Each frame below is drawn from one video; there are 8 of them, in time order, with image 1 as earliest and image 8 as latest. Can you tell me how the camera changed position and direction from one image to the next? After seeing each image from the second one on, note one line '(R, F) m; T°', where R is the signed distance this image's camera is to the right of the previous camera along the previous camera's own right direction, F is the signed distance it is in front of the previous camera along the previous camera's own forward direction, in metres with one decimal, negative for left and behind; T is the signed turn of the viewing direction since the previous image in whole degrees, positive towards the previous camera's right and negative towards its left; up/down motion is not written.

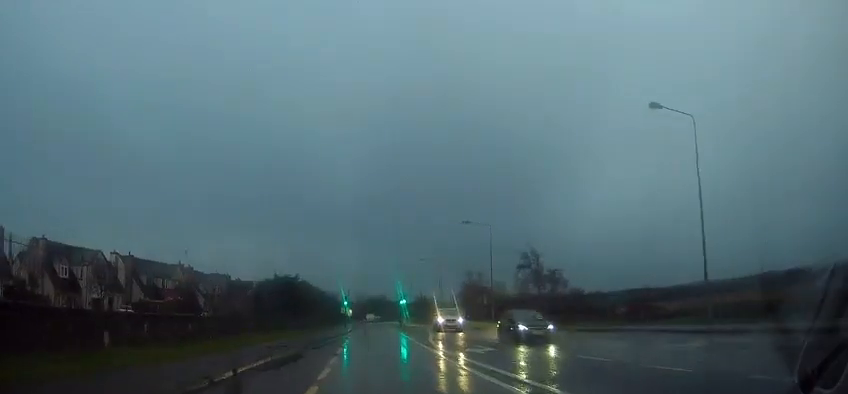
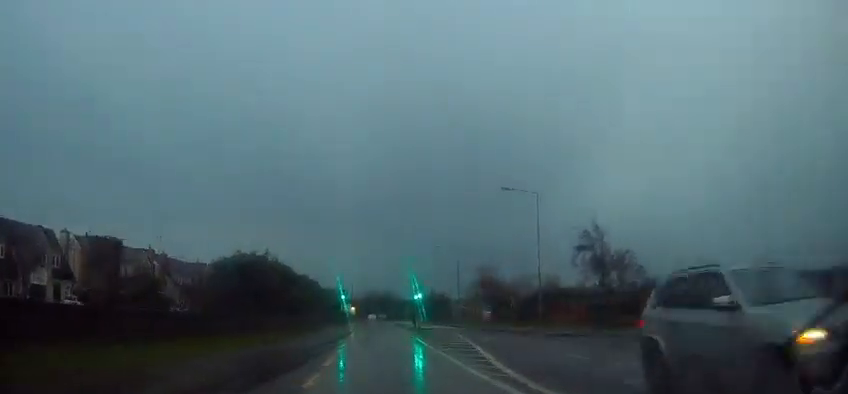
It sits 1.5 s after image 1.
(0.0, +13.5) m; 0°
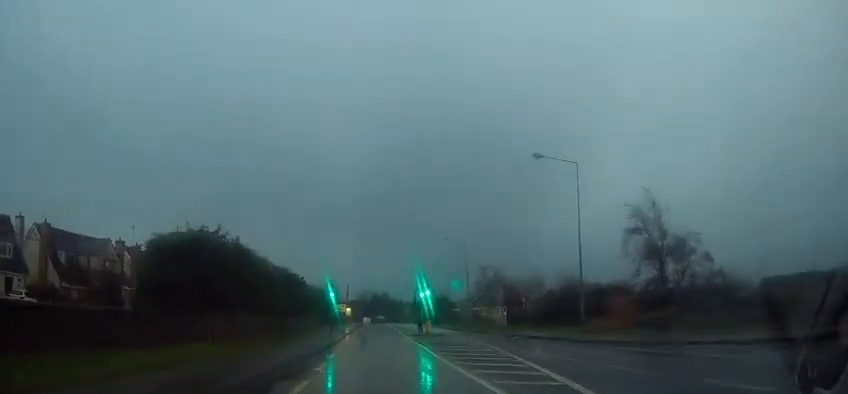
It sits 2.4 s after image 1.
(0.0, +8.7) m; 0°
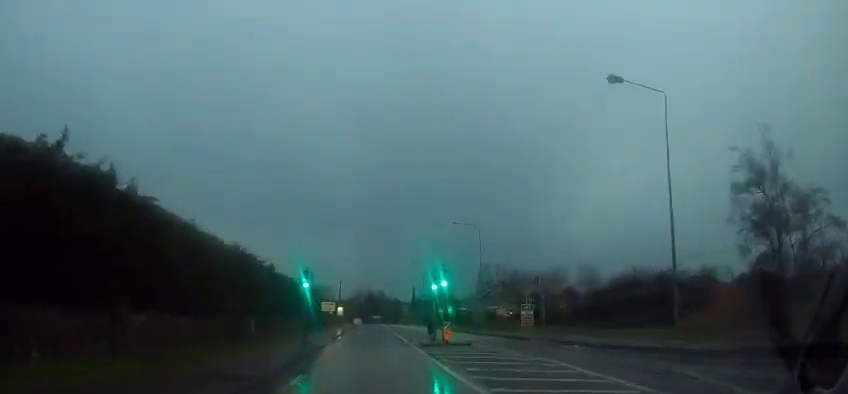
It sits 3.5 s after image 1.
(0.0, +11.0) m; +2°
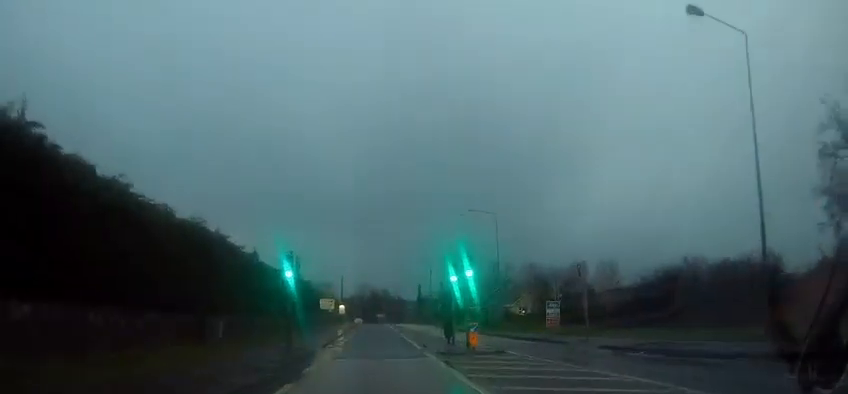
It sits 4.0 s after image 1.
(+0.1, +5.7) m; 0°
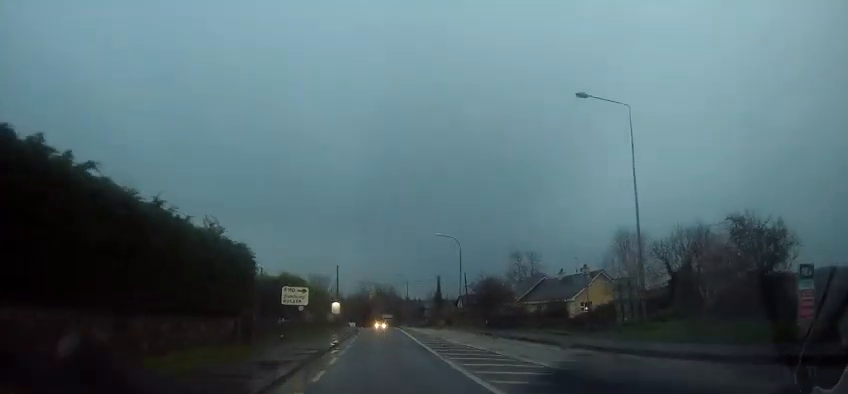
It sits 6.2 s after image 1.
(-0.7, +24.5) m; -2°
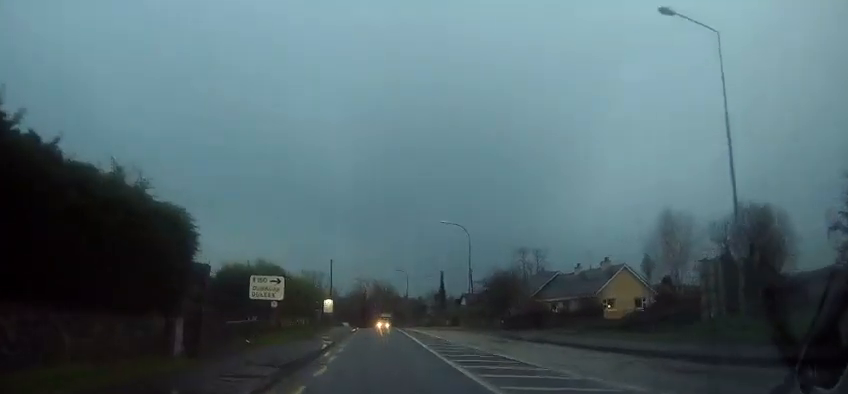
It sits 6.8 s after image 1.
(0.0, +7.1) m; 0°
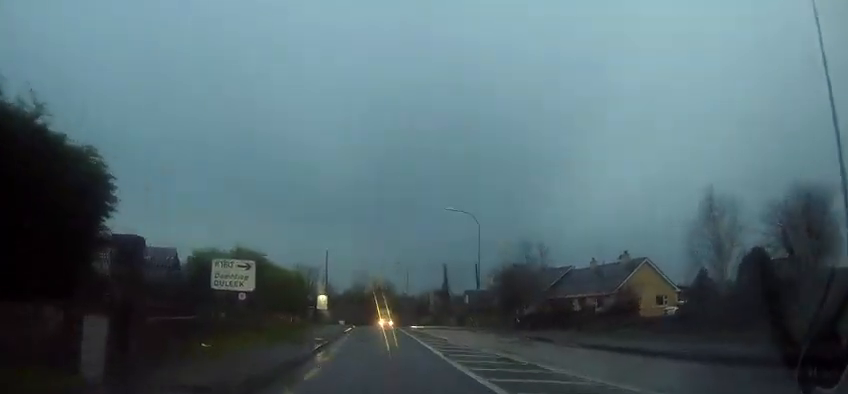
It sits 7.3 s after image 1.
(+0.1, +5.2) m; 0°
